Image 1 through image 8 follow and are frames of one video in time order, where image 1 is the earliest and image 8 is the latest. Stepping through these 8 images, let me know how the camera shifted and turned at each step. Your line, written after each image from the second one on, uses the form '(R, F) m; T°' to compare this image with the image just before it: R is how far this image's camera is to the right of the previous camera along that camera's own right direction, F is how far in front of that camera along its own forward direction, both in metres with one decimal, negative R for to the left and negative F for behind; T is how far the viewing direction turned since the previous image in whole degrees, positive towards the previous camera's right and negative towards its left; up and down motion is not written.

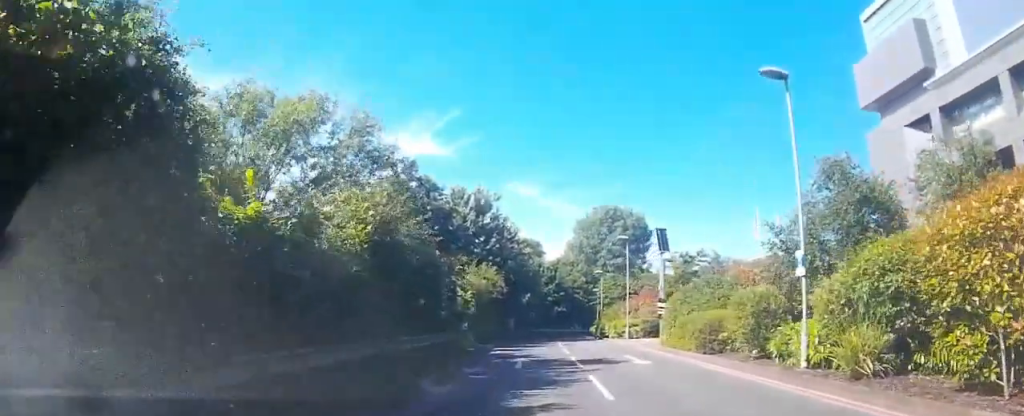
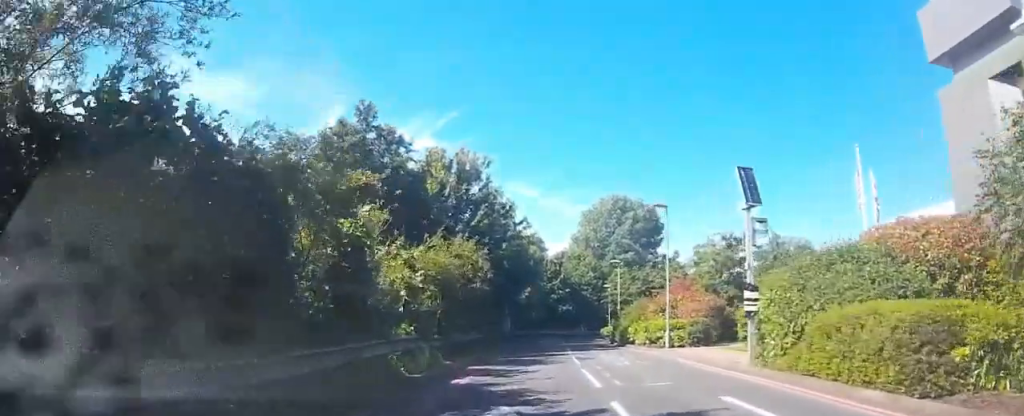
(+0.7, +10.8) m; +5°
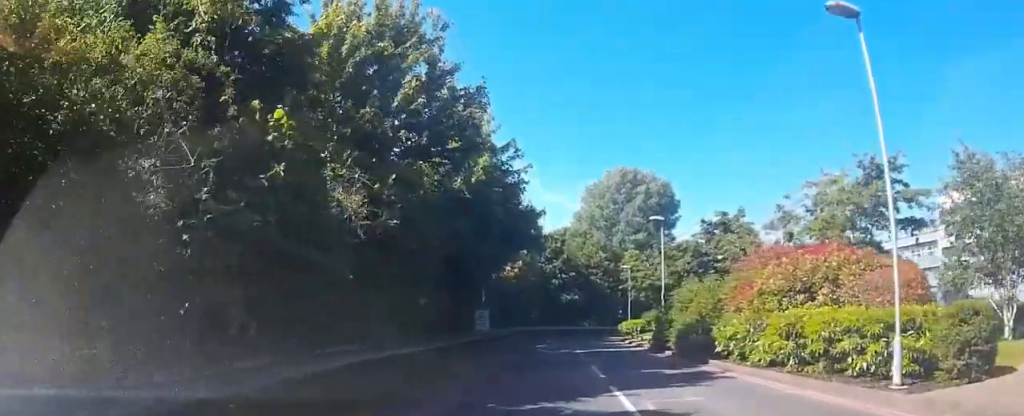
(+1.3, +17.0) m; +11°
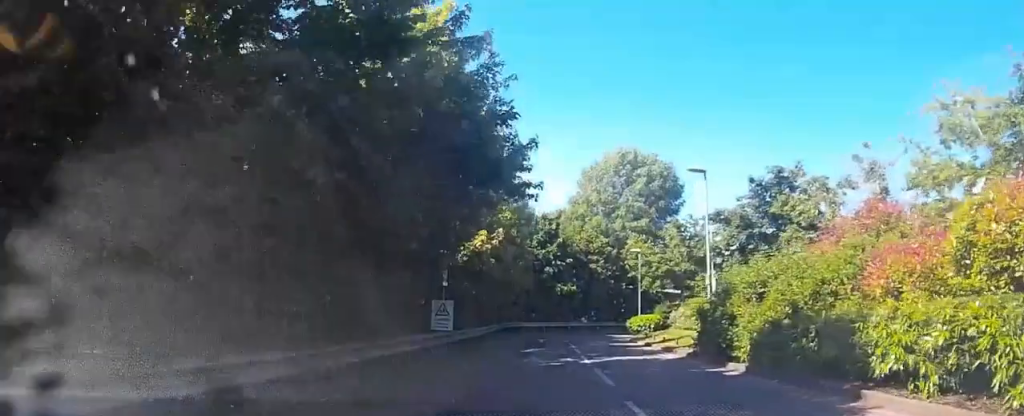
(+0.5, +8.9) m; +3°
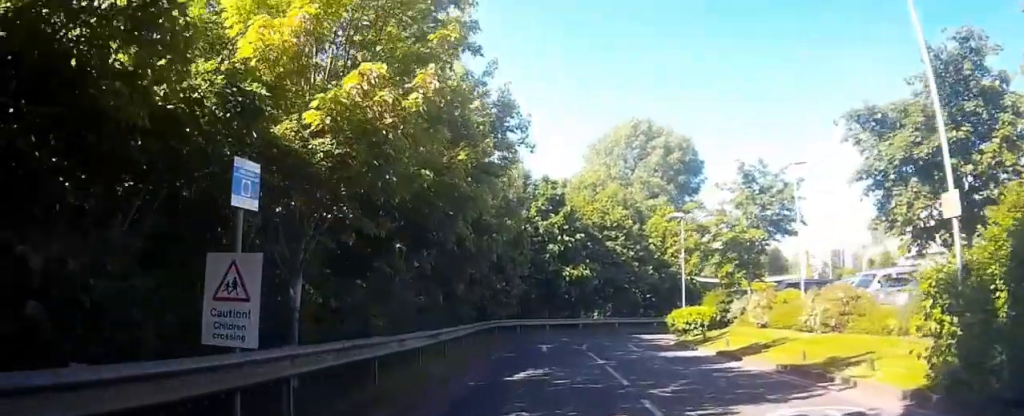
(-0.2, +12.2) m; 0°
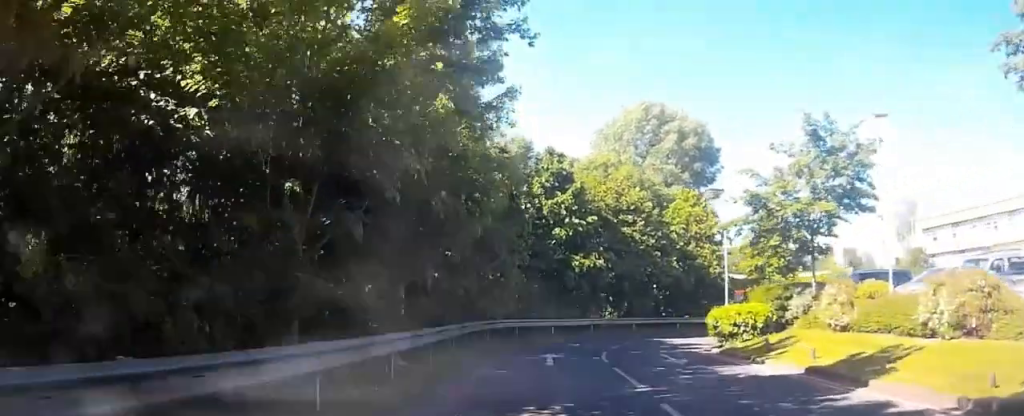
(-0.4, +6.1) m; +2°
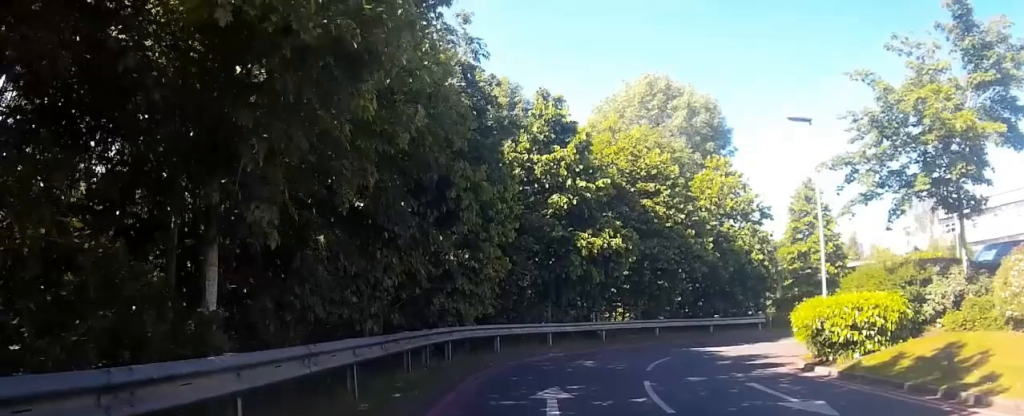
(+0.9, +6.6) m; +10°
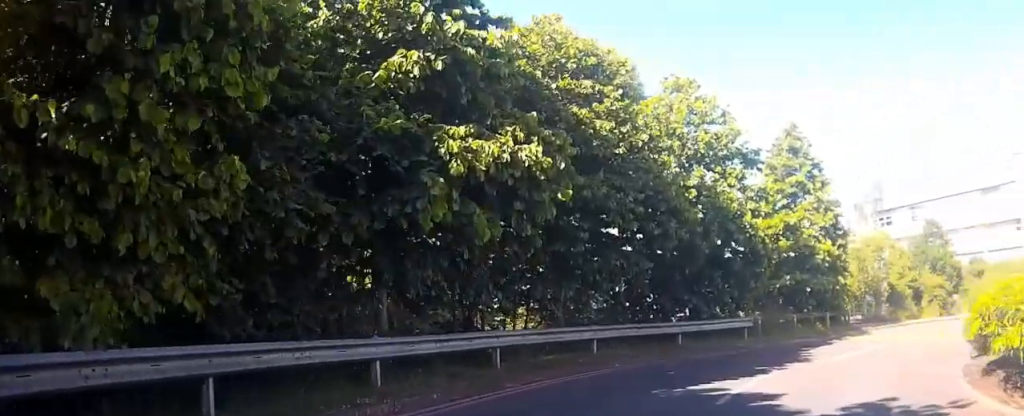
(+0.9, +10.1) m; +8°
